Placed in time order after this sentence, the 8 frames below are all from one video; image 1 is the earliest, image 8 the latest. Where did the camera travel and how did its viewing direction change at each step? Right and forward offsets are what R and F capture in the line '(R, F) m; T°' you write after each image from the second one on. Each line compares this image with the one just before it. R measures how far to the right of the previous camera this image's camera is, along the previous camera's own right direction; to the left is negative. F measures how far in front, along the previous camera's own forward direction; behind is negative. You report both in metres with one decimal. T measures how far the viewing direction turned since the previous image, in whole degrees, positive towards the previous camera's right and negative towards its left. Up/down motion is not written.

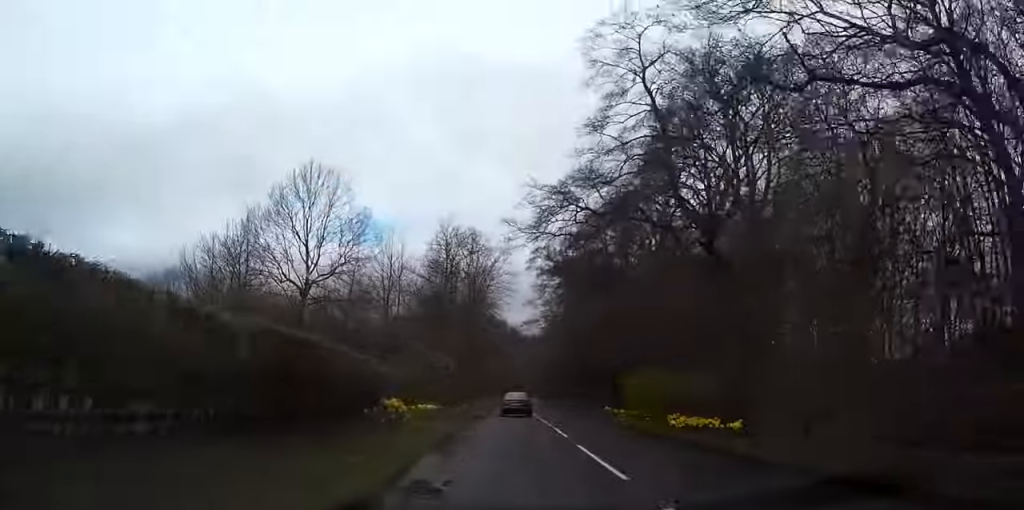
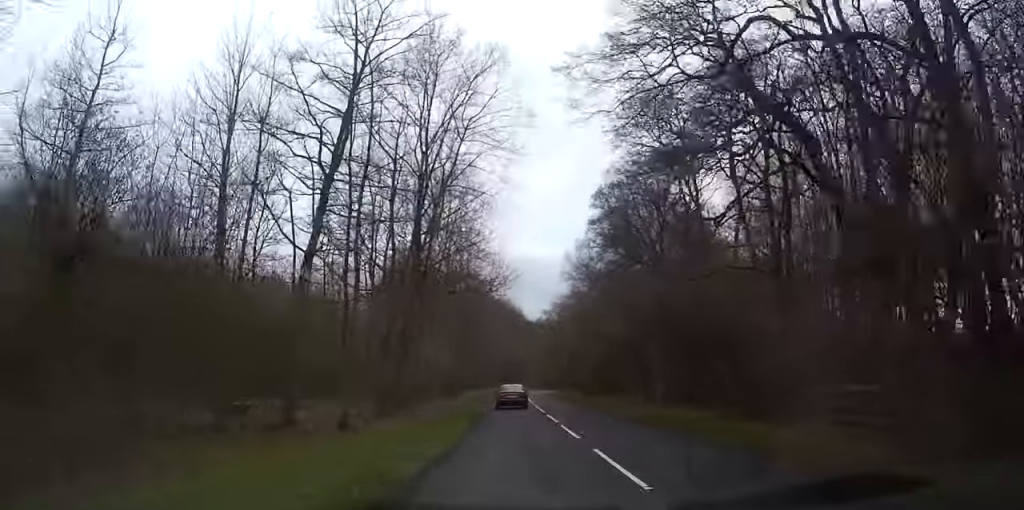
(+0.3, +38.4) m; 0°
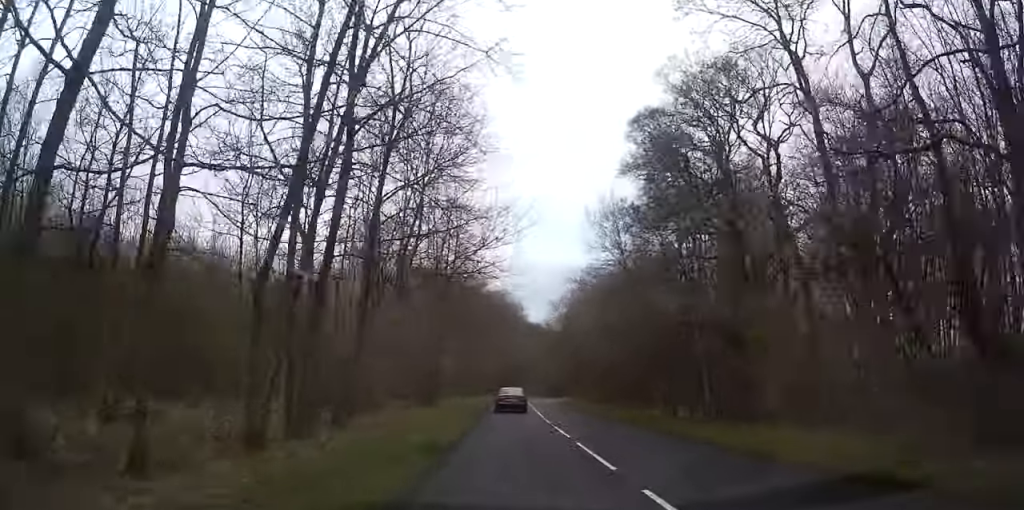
(0.0, +14.7) m; 0°
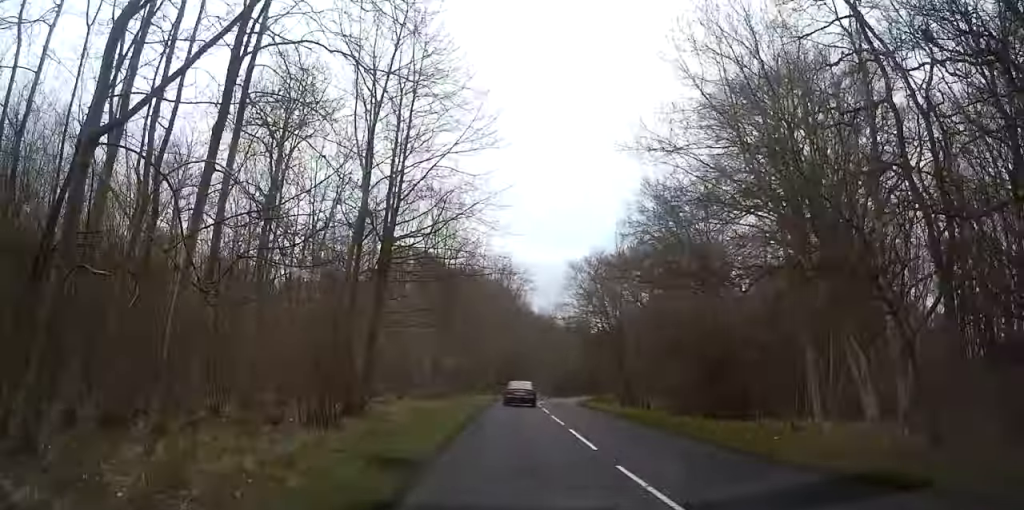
(0.0, +23.8) m; 0°
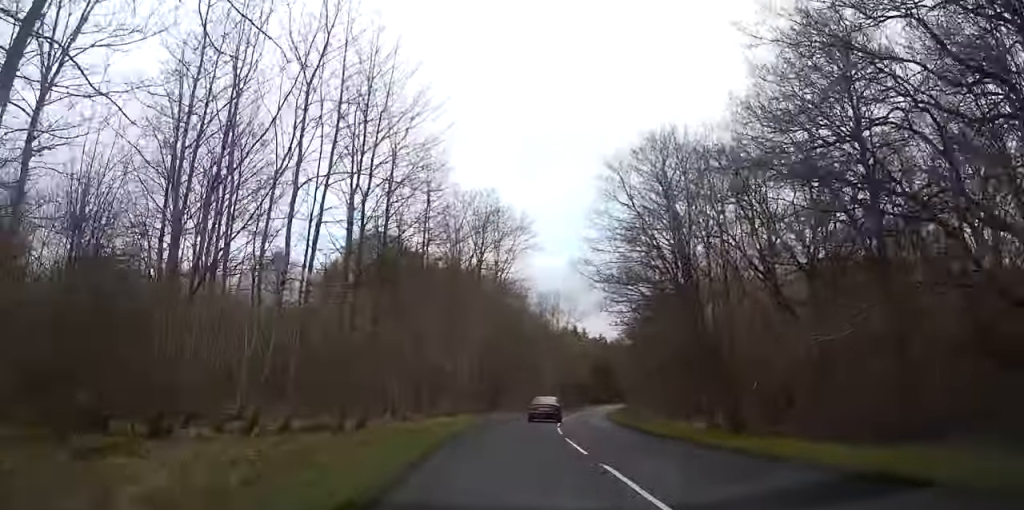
(+0.1, +26.3) m; 0°
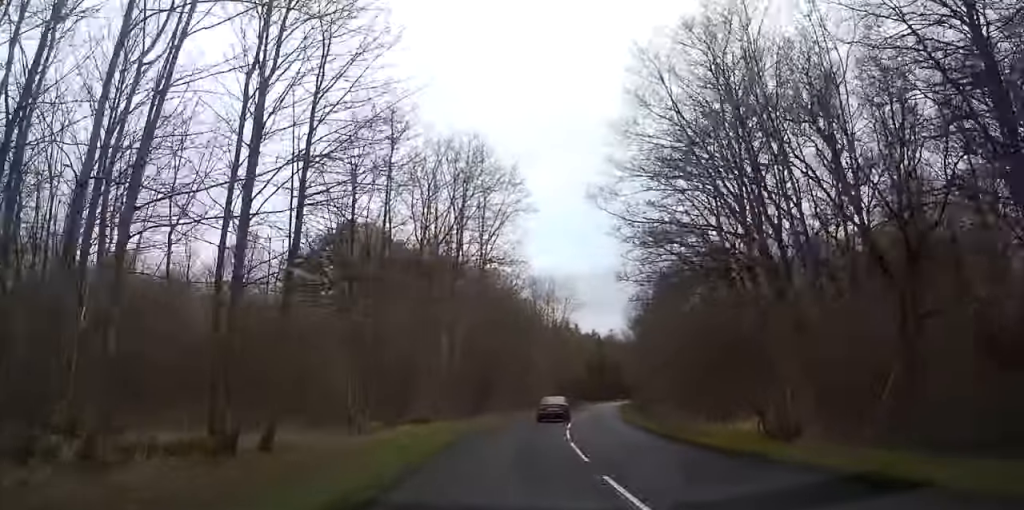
(0.0, +10.0) m; 0°
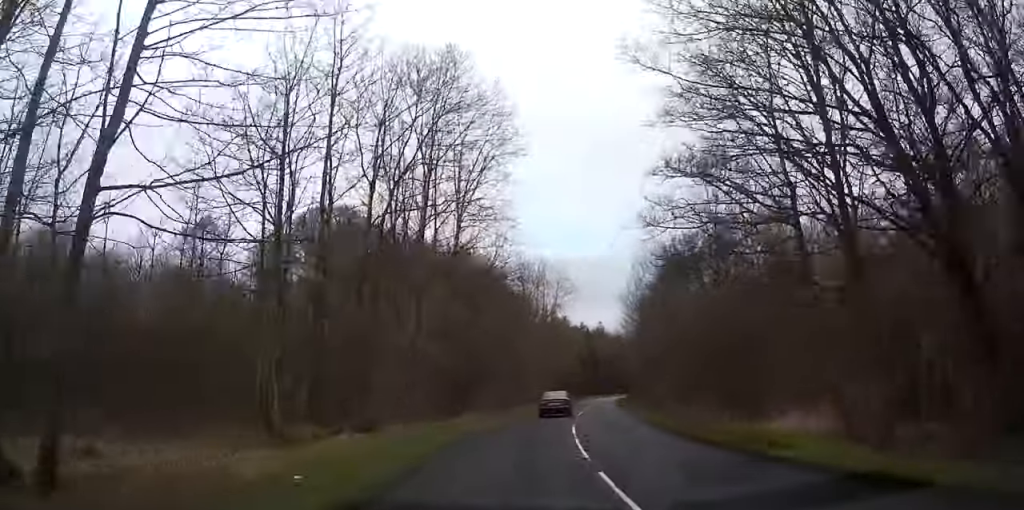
(0.0, +8.6) m; 0°
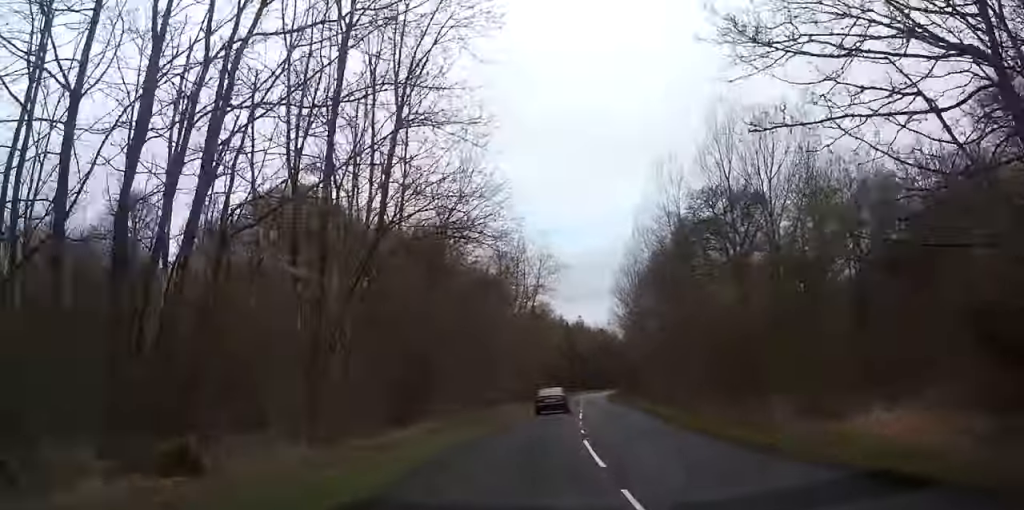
(0.0, +11.4) m; +1°
